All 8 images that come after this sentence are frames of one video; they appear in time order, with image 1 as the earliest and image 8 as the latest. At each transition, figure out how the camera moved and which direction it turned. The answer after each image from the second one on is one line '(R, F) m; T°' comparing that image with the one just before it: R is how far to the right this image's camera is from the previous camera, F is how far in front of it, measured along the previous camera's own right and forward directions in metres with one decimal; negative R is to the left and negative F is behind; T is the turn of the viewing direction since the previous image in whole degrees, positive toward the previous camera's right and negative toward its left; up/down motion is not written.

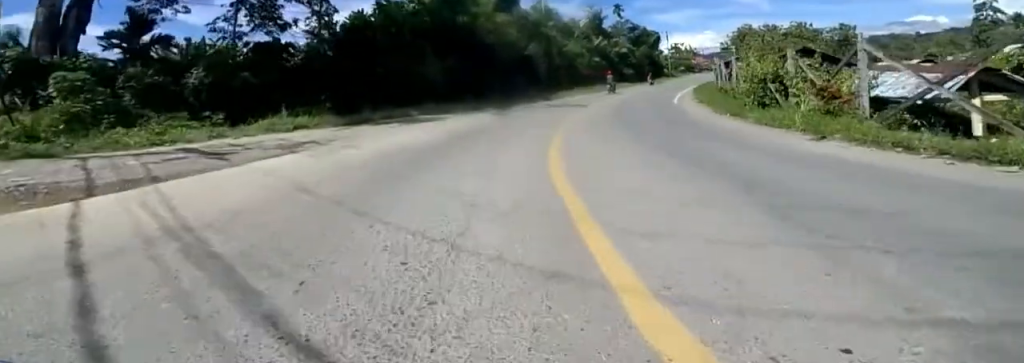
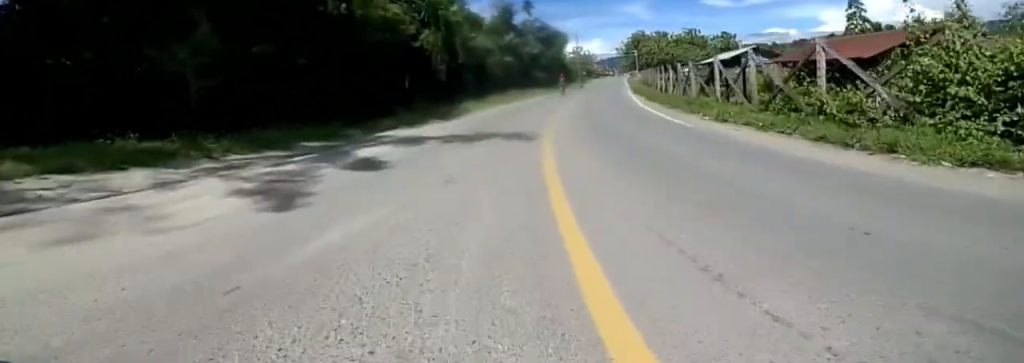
(+0.7, +7.4) m; +17°
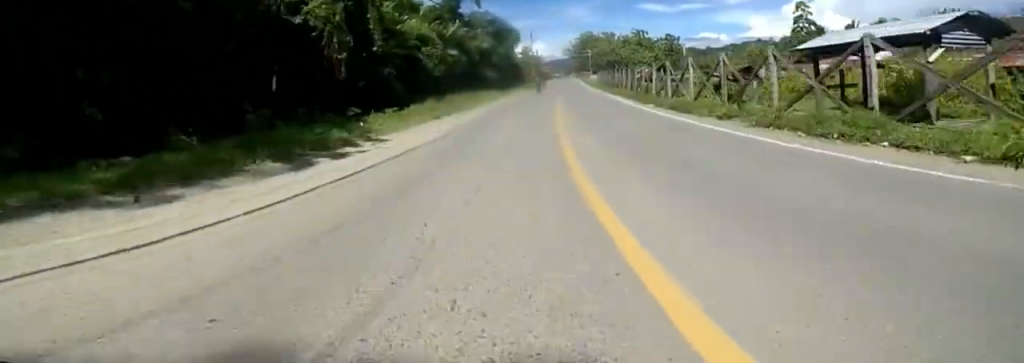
(+1.0, +6.3) m; +10°
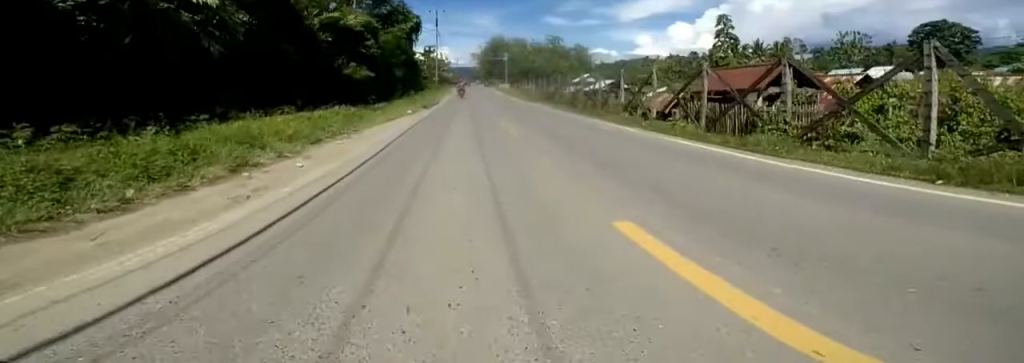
(+1.3, +14.1) m; +14°
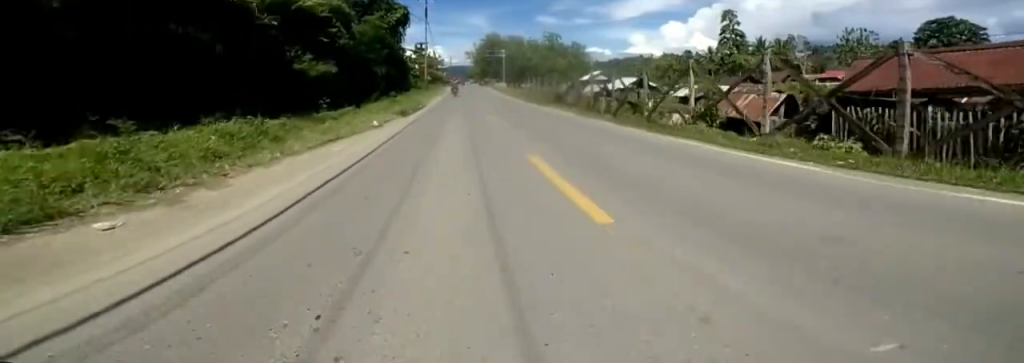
(+0.9, +4.5) m; -1°
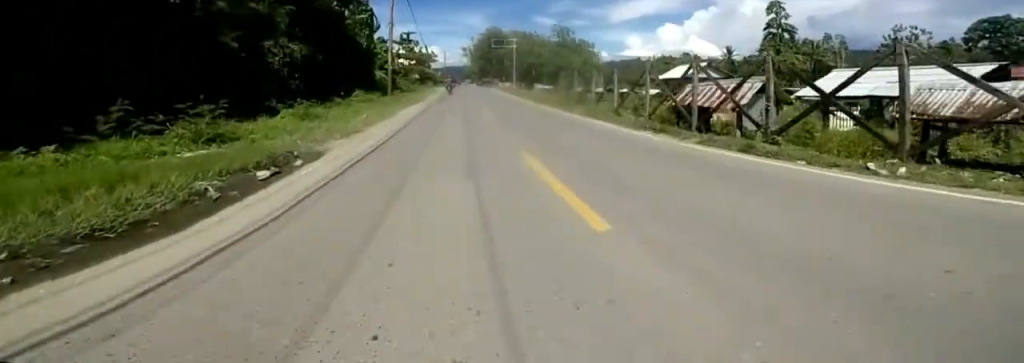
(-0.7, +14.7) m; +2°
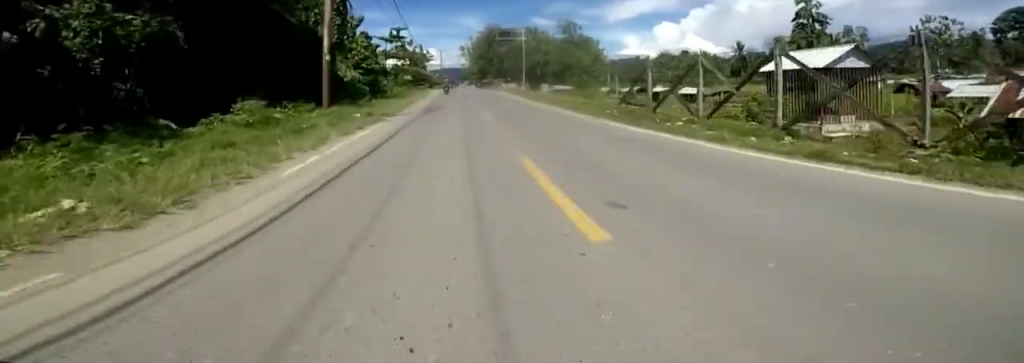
(+0.7, +7.6) m; +1°
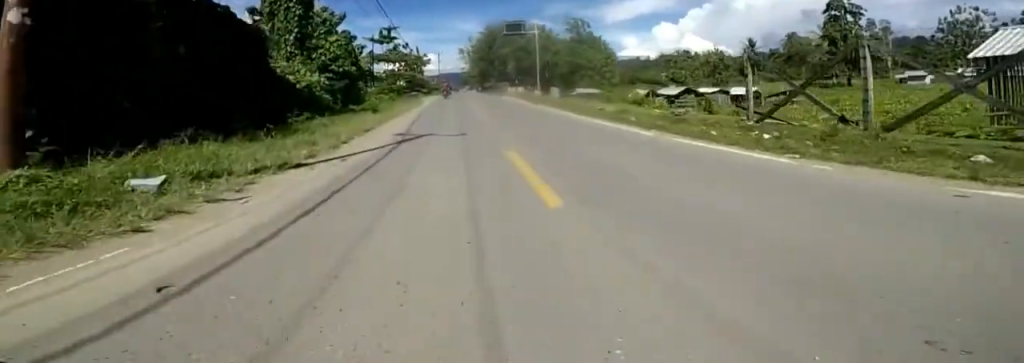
(-0.7, +6.6) m; -3°
